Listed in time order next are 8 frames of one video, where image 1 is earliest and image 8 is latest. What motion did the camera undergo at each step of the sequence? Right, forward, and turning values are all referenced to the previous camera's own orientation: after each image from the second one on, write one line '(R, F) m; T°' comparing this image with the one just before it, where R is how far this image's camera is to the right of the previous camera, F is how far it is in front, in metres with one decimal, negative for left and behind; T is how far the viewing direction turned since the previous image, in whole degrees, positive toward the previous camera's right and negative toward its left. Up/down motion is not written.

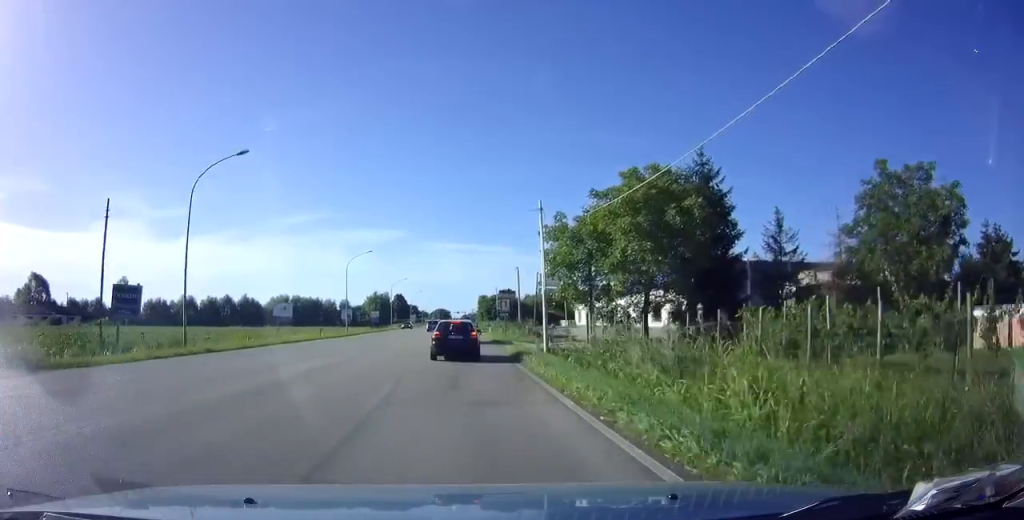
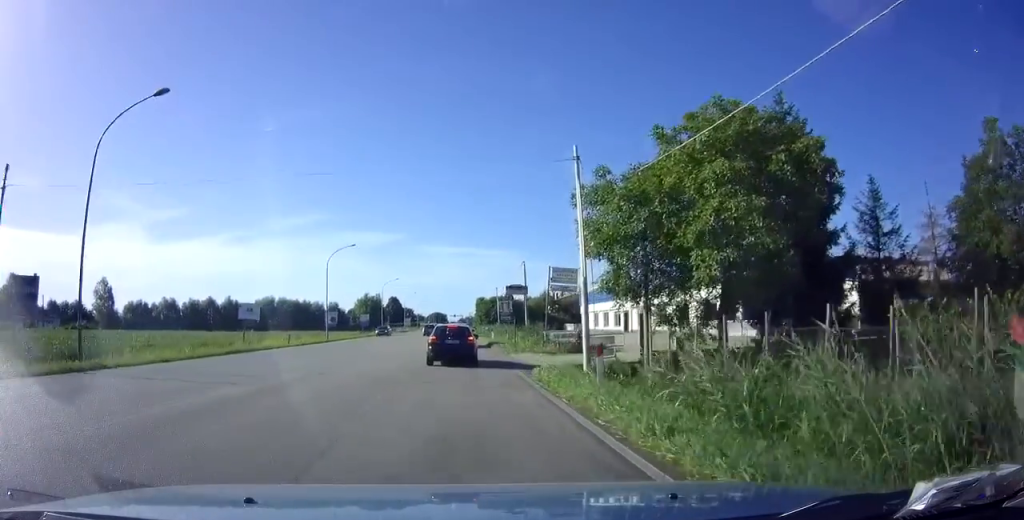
(0.0, +8.7) m; 0°
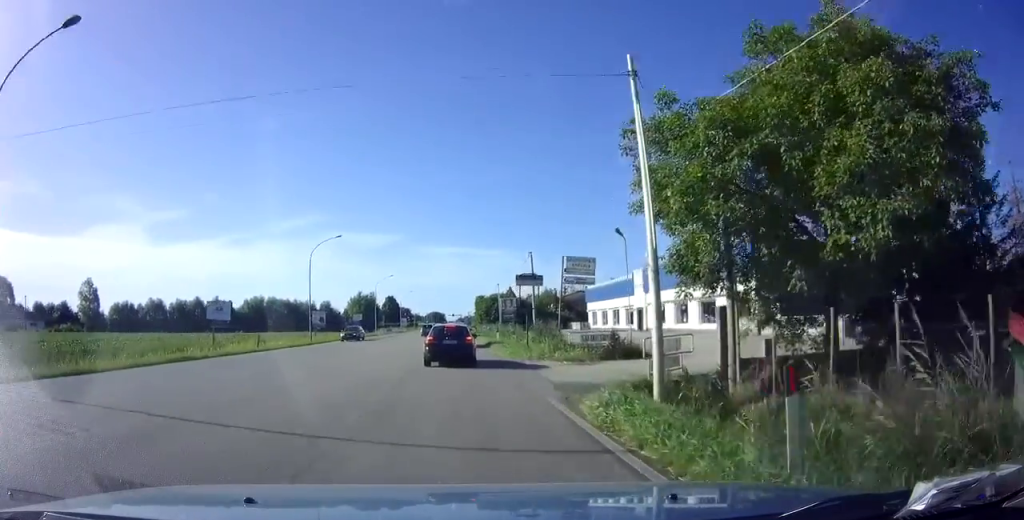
(0.0, +5.9) m; 0°
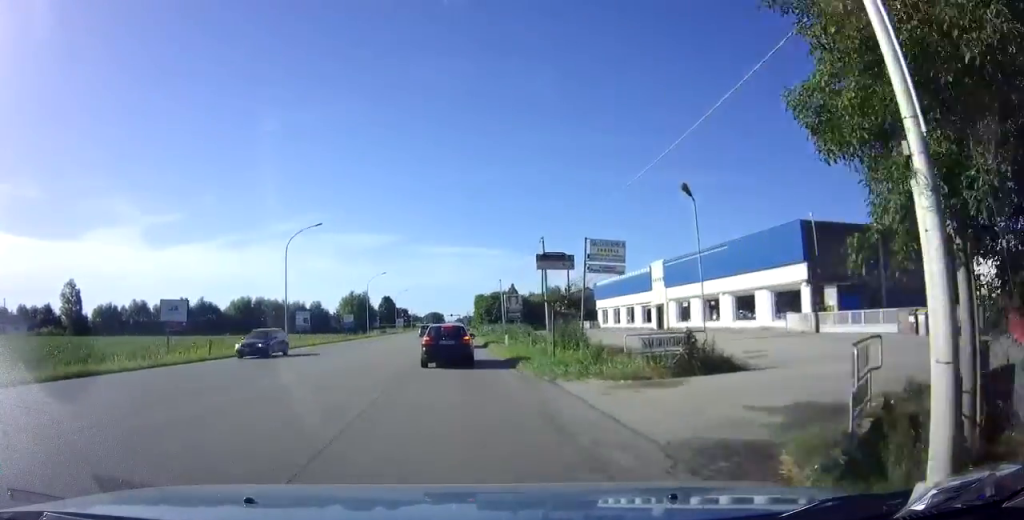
(0.0, +6.9) m; 0°
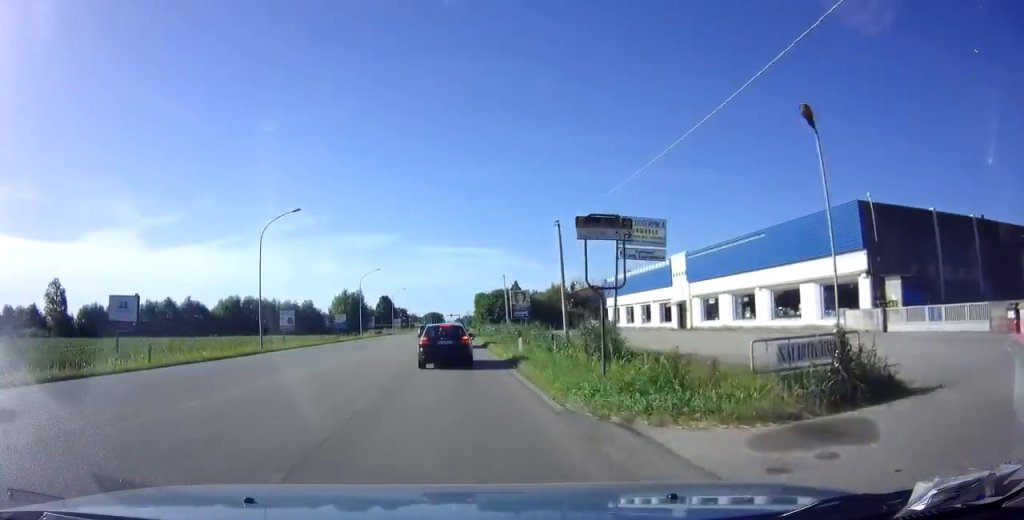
(0.0, +5.9) m; 0°
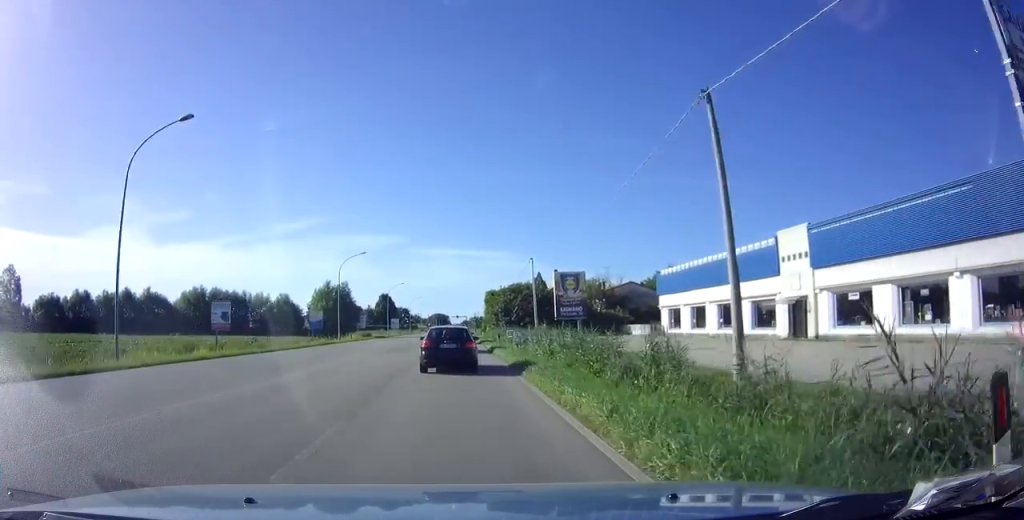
(-0.1, +18.9) m; -1°
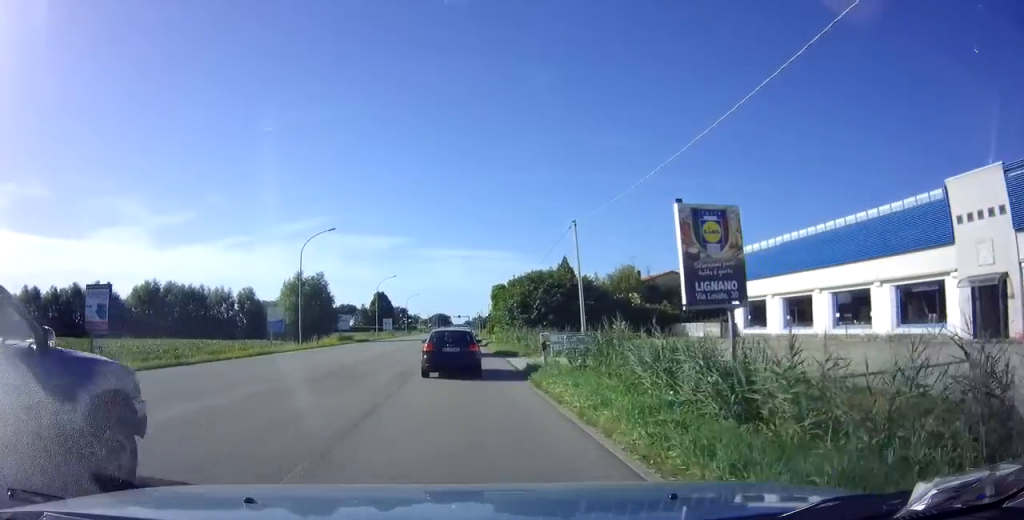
(-0.1, +15.7) m; 0°
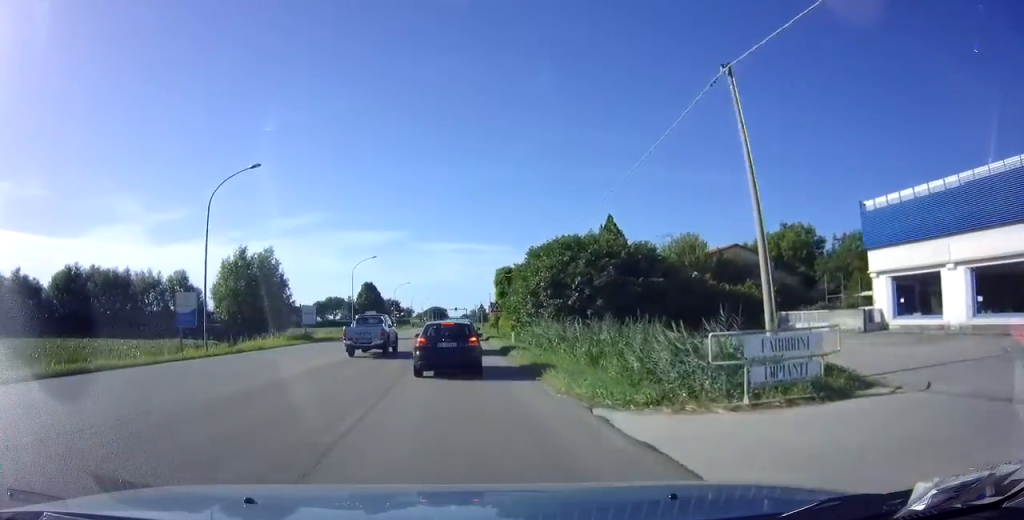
(+0.2, +17.4) m; 0°
